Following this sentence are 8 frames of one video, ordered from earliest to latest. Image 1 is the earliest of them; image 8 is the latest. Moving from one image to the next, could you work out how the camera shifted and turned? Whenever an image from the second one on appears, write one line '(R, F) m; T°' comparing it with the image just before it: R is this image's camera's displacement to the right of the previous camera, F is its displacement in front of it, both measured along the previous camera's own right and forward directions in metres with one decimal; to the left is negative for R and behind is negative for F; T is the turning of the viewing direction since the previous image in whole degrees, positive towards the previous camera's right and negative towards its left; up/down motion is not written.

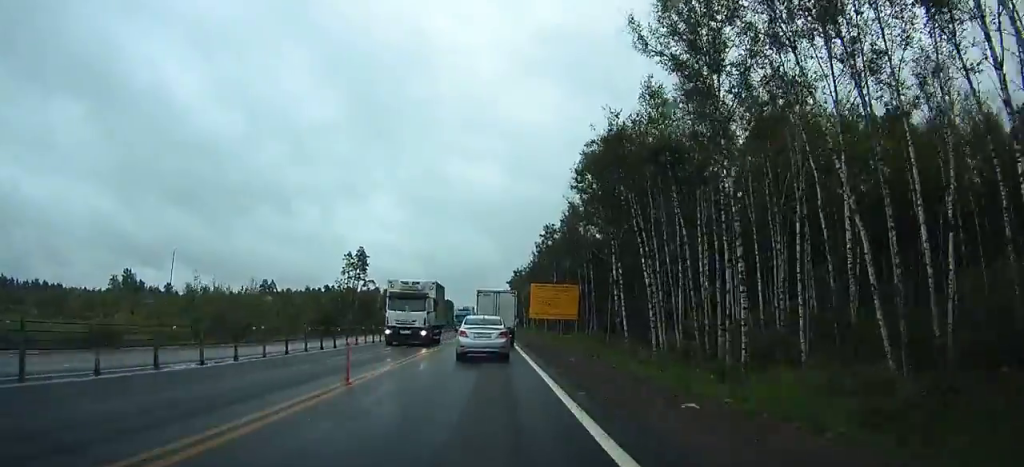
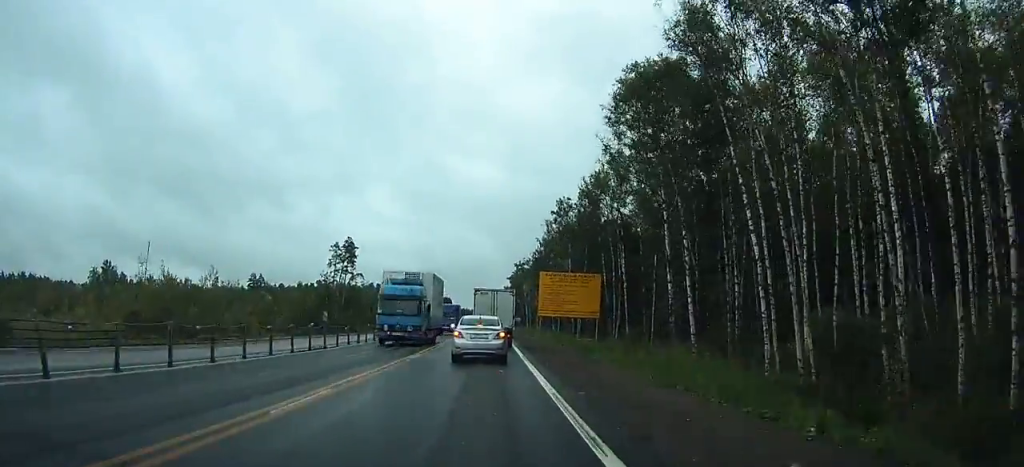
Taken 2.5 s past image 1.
(-0.2, +16.5) m; +1°
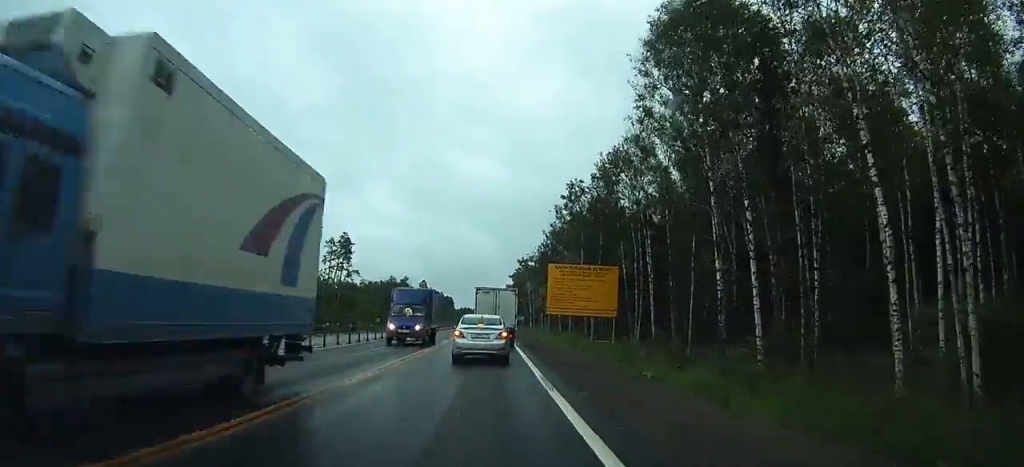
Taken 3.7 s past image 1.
(+0.2, +8.1) m; +1°
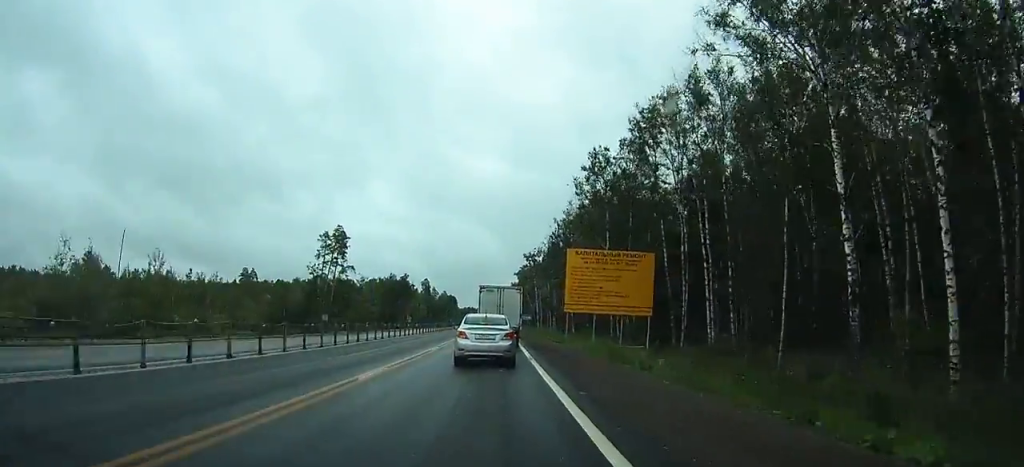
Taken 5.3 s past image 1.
(+0.1, +11.1) m; 0°
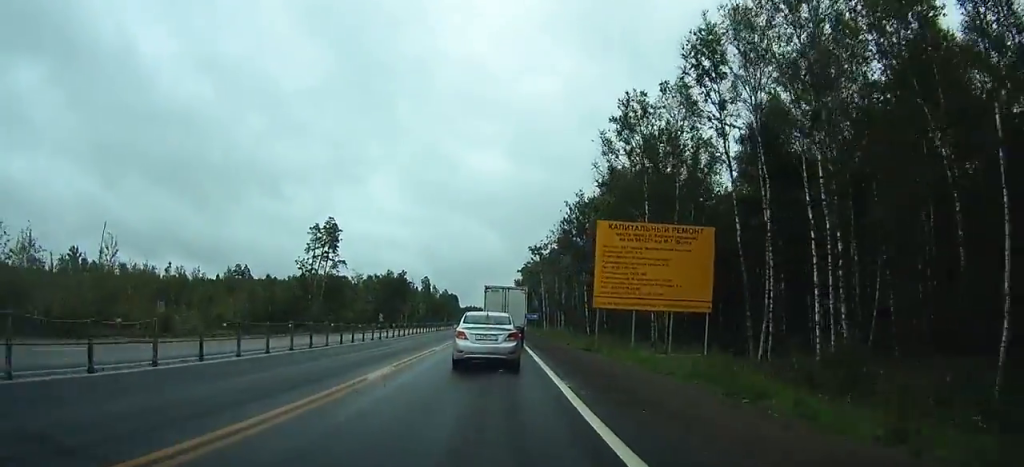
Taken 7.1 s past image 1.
(0.0, +11.9) m; 0°
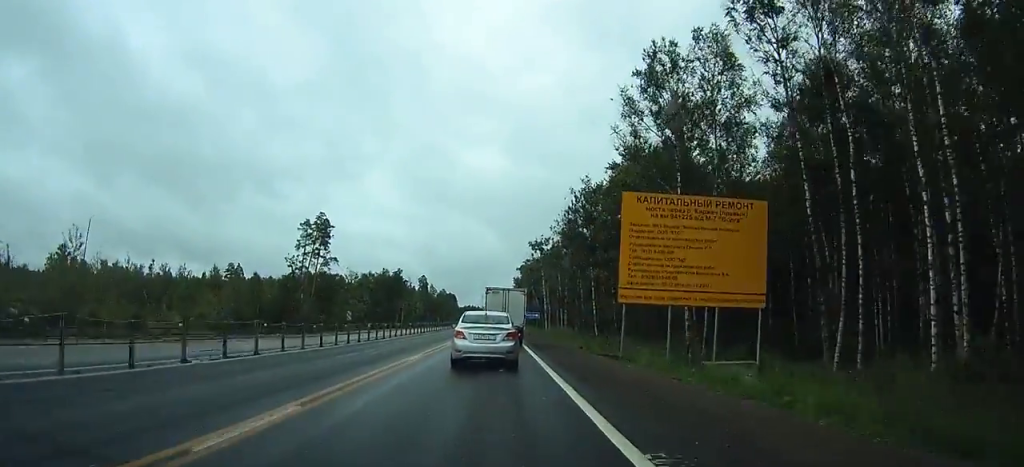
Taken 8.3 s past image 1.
(0.0, +7.4) m; 0°
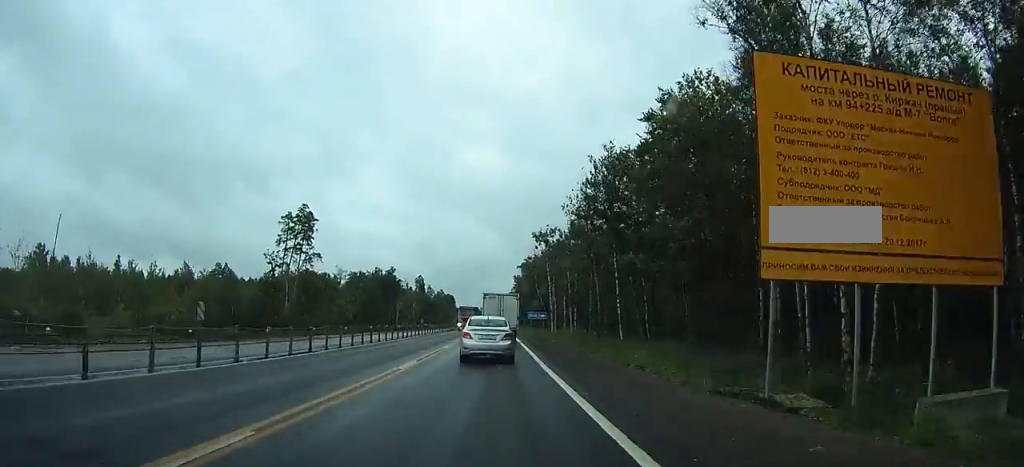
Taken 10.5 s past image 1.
(-0.1, +14.3) m; -1°
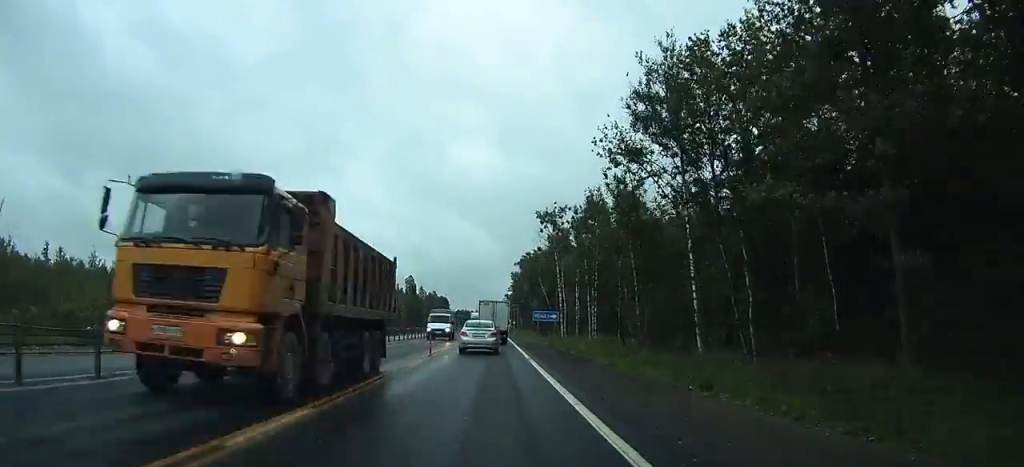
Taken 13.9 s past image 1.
(-0.4, +21.6) m; -1°
